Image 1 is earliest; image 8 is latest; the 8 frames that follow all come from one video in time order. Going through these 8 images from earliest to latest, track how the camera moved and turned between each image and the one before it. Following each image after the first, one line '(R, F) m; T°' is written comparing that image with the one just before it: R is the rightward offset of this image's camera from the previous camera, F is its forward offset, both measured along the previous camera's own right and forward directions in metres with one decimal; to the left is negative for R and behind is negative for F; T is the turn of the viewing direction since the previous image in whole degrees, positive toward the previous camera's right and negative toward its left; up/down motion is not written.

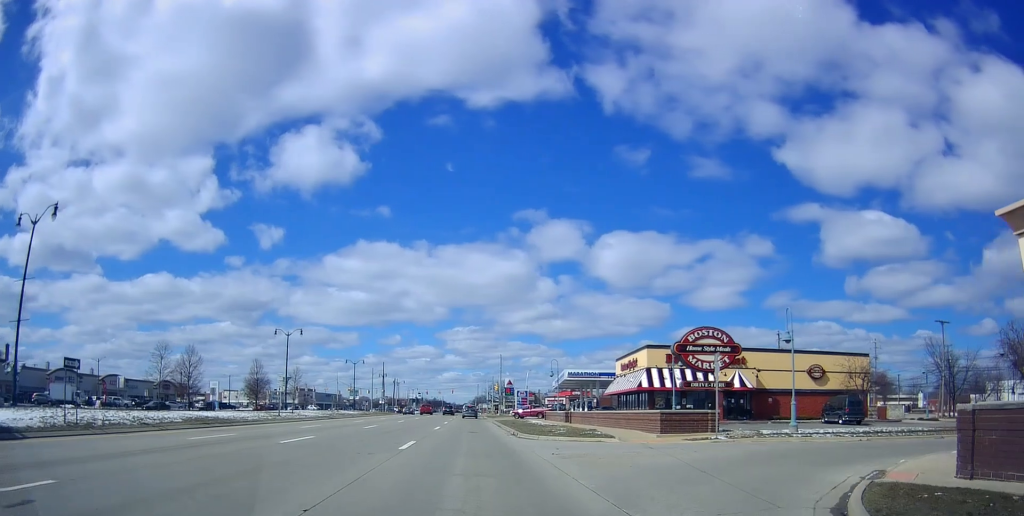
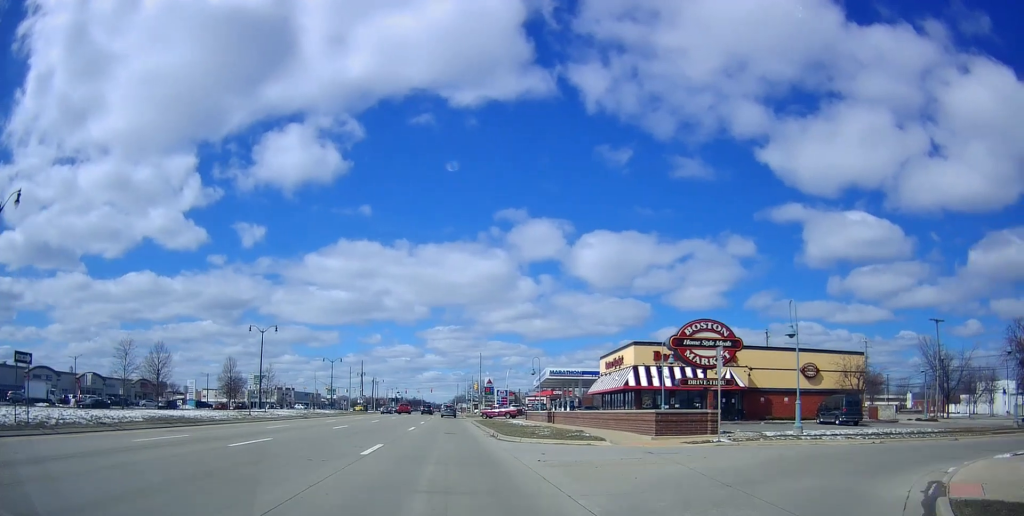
(+0.1, +2.5) m; +4°
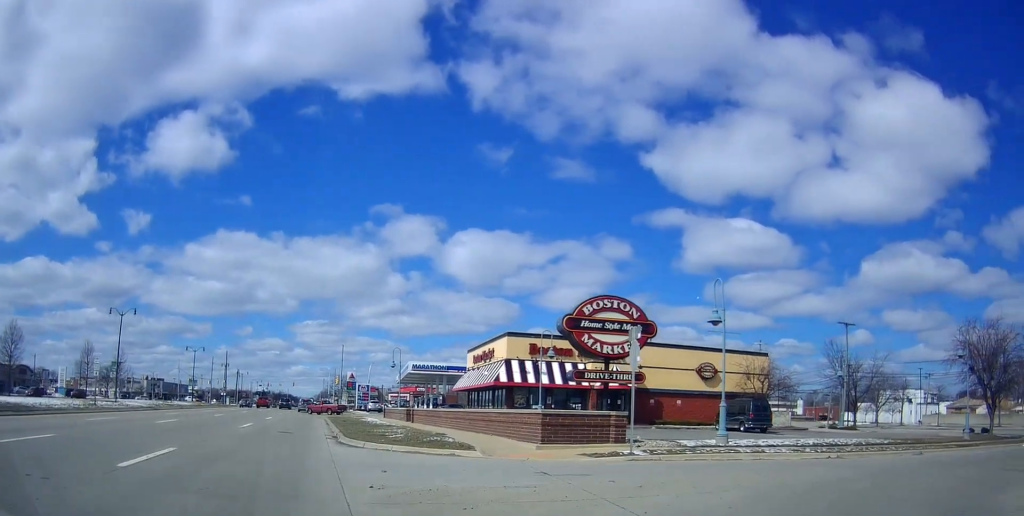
(+0.6, +5.3) m; +13°
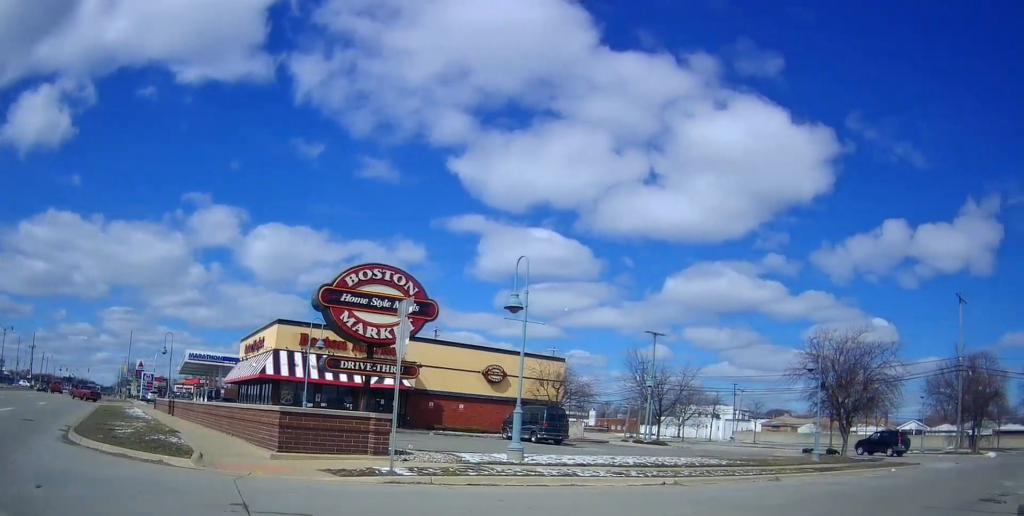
(+0.4, +3.9) m; +23°
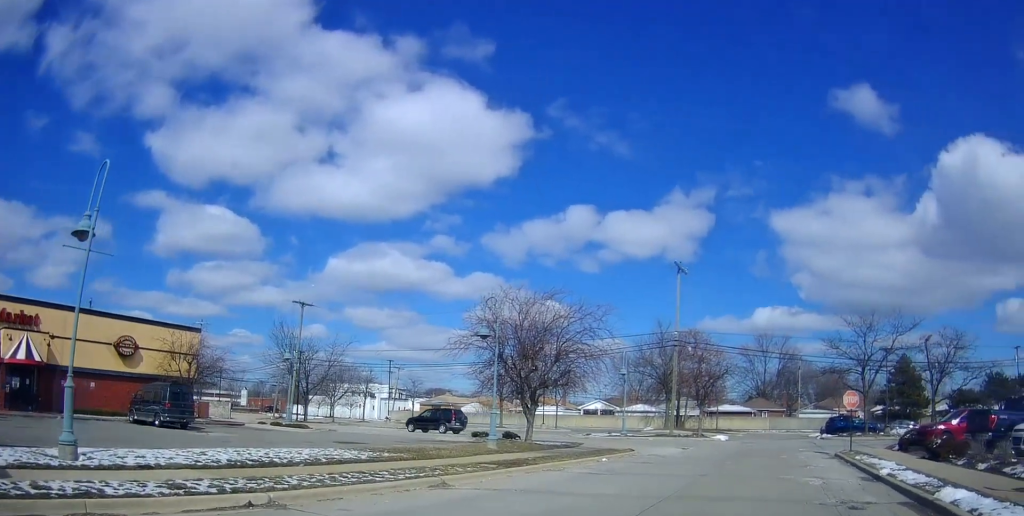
(+2.3, +4.8) m; +46°
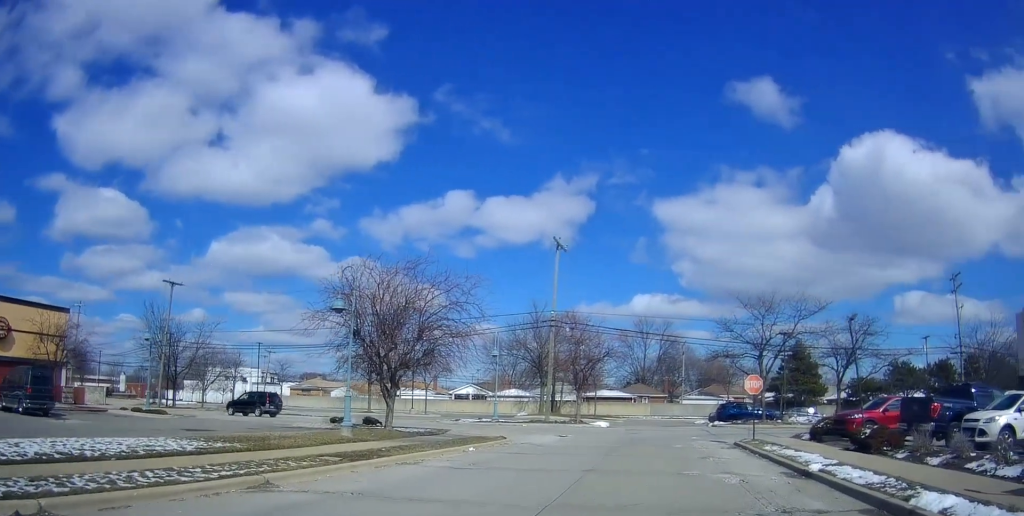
(+0.2, +2.6) m; +5°
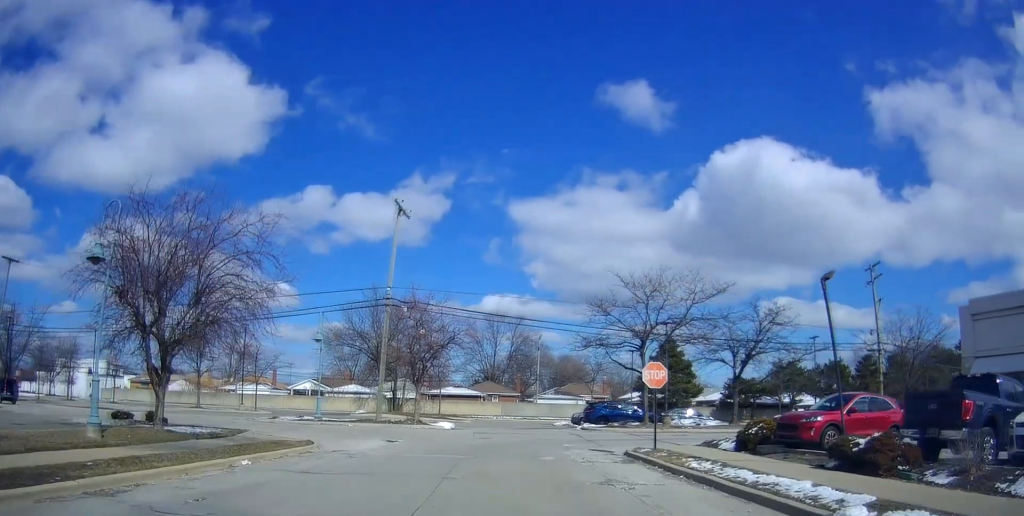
(+0.6, +6.8) m; +11°
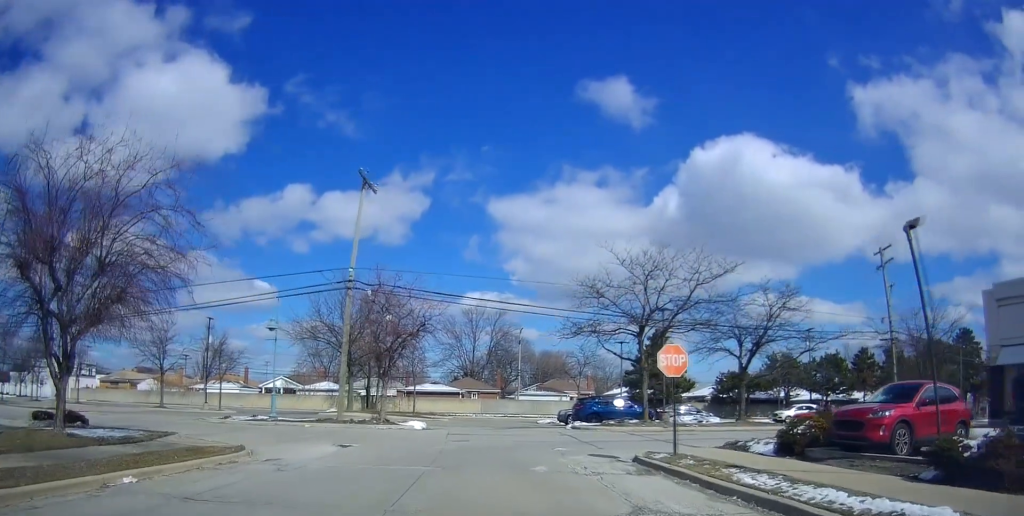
(+0.2, +4.0) m; +3°
